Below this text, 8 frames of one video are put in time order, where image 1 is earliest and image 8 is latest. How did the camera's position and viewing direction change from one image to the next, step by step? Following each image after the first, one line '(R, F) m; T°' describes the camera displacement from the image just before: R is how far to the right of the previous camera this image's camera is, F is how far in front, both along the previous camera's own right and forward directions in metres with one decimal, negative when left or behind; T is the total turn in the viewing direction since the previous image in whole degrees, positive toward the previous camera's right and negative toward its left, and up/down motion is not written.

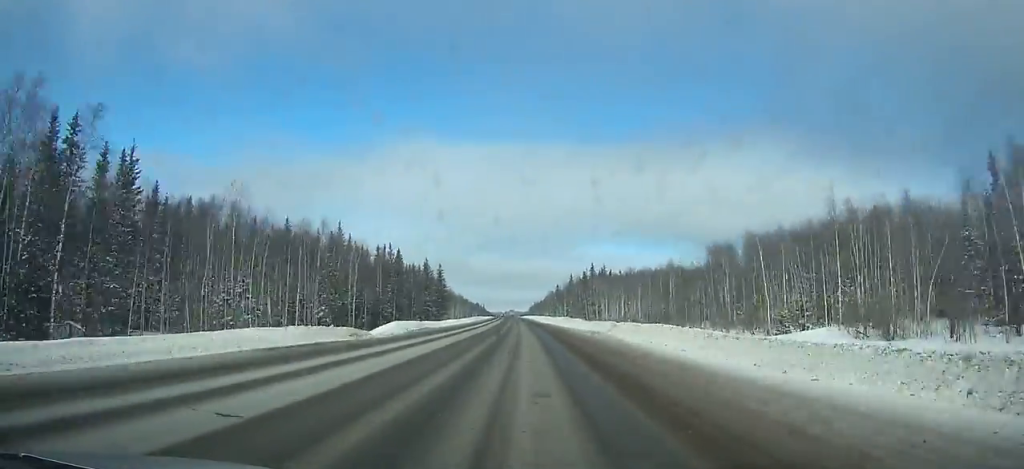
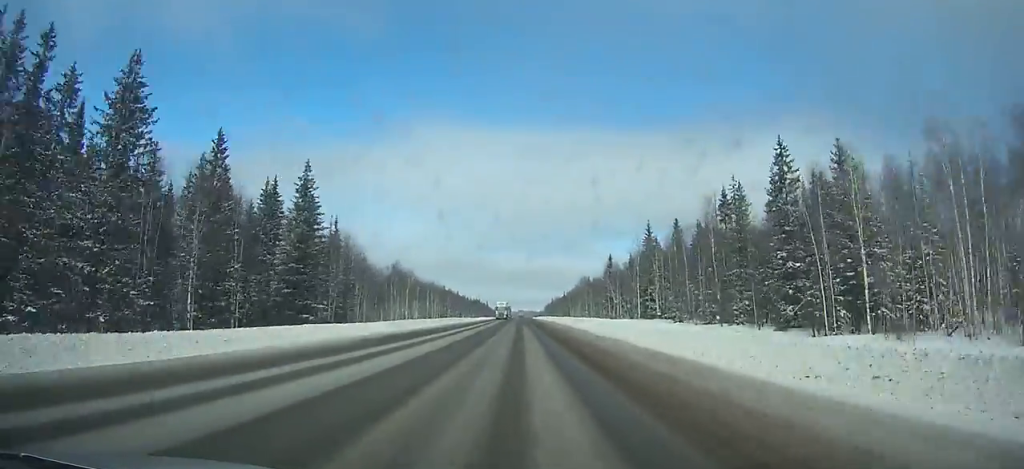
(-1.8, +122.0) m; -1°
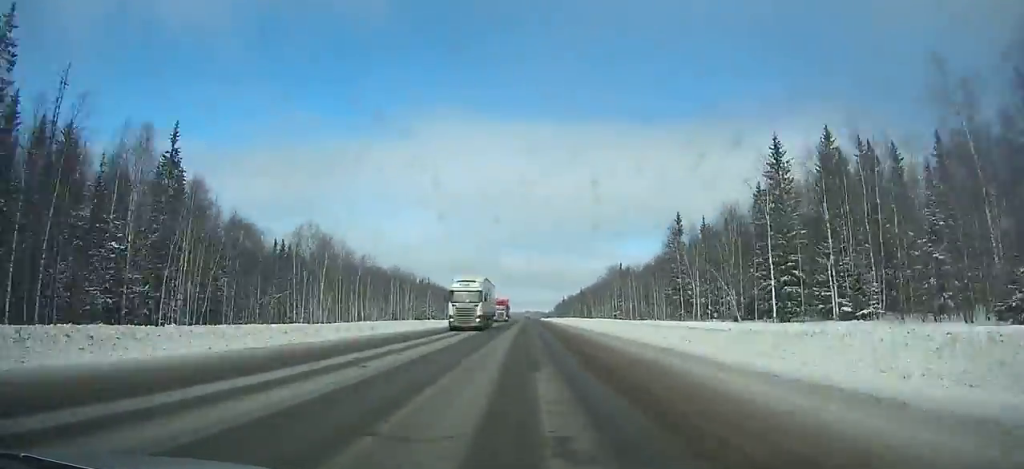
(0.0, +51.9) m; 0°
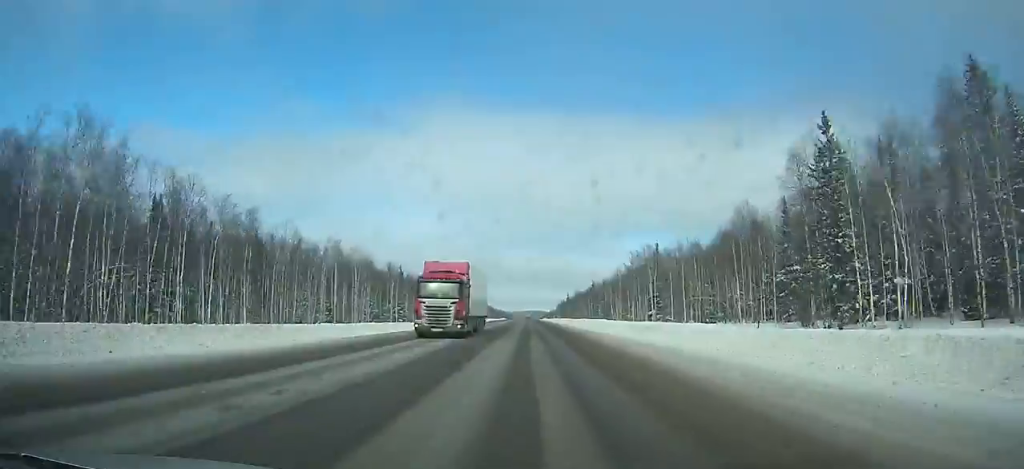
(-0.1, +38.5) m; 0°
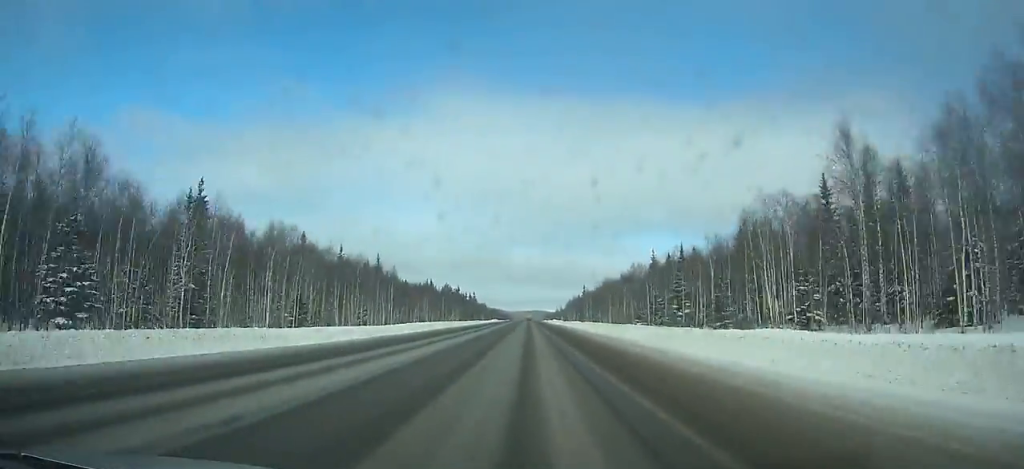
(-0.2, +85.6) m; 0°
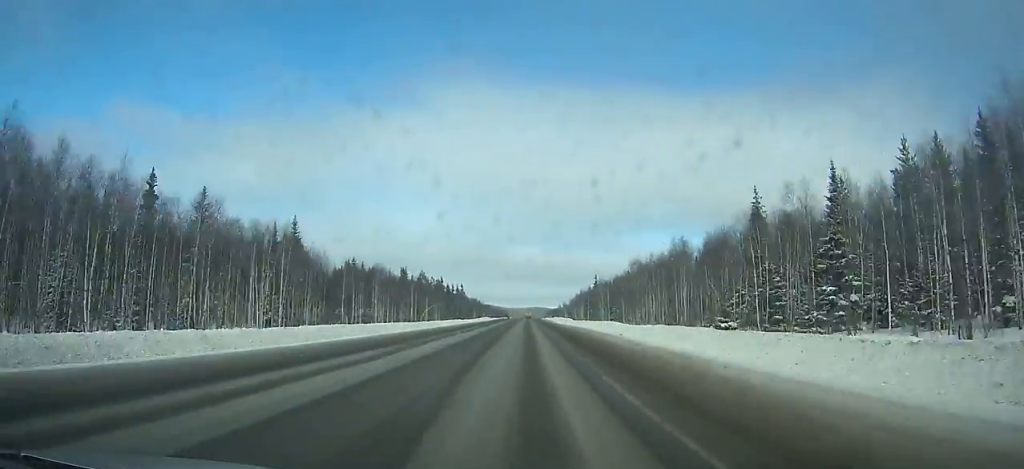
(0.0, +44.4) m; 0°
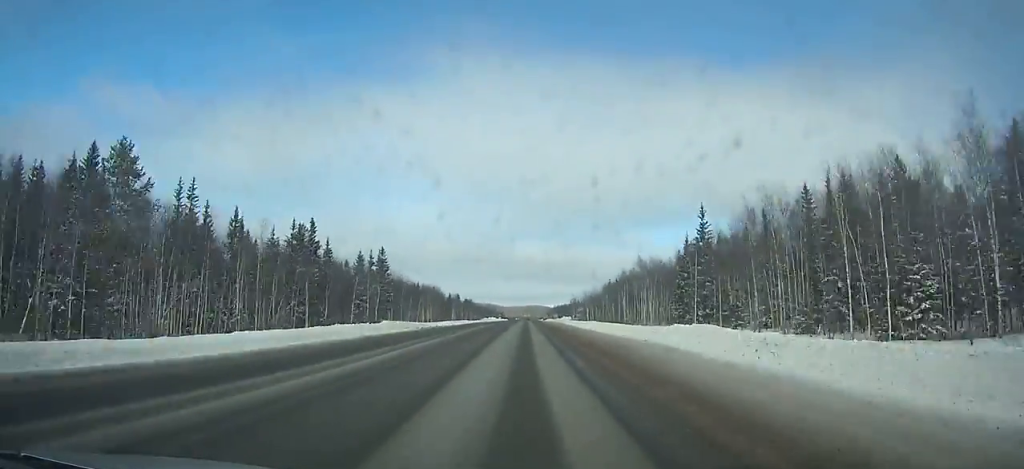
(+0.4, +123.1) m; 0°
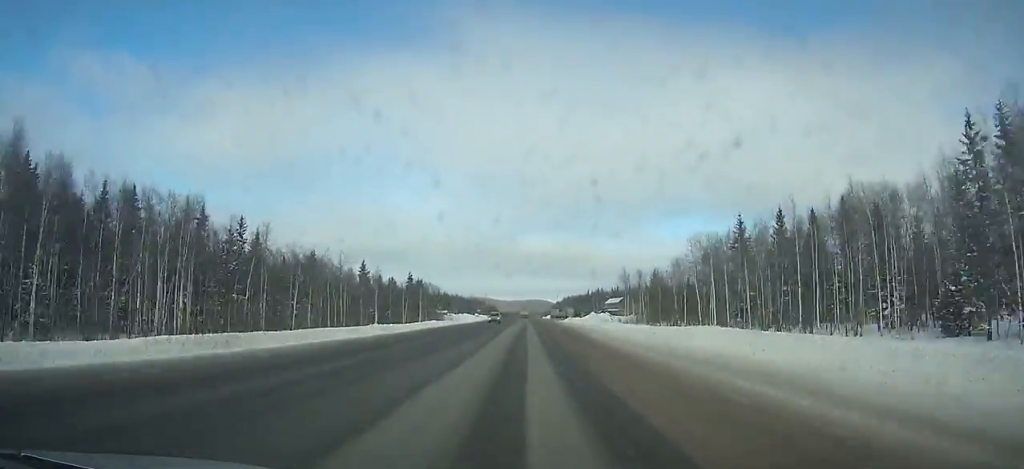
(+0.1, +123.4) m; 0°
